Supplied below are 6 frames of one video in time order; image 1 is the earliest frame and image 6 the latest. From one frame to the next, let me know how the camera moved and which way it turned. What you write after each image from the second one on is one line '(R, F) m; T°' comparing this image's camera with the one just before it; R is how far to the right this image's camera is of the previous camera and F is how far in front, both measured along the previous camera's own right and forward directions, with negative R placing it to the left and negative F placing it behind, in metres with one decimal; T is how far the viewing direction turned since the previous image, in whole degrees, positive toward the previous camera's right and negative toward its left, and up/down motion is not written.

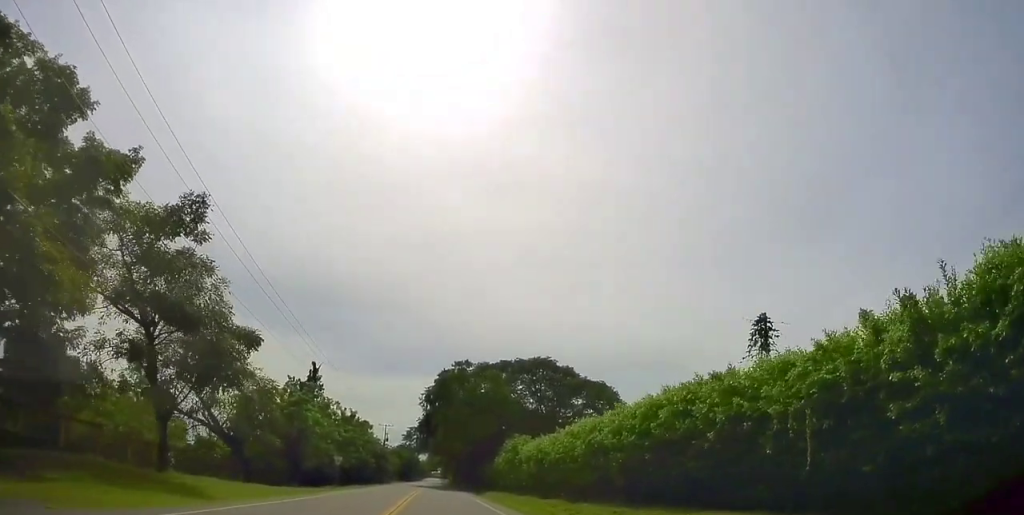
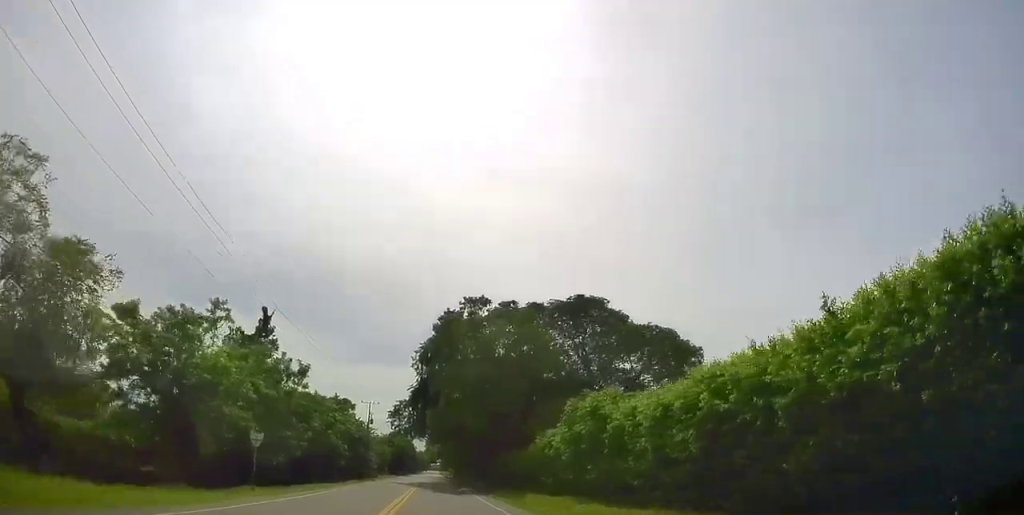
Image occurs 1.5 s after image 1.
(-0.1, +21.7) m; +1°
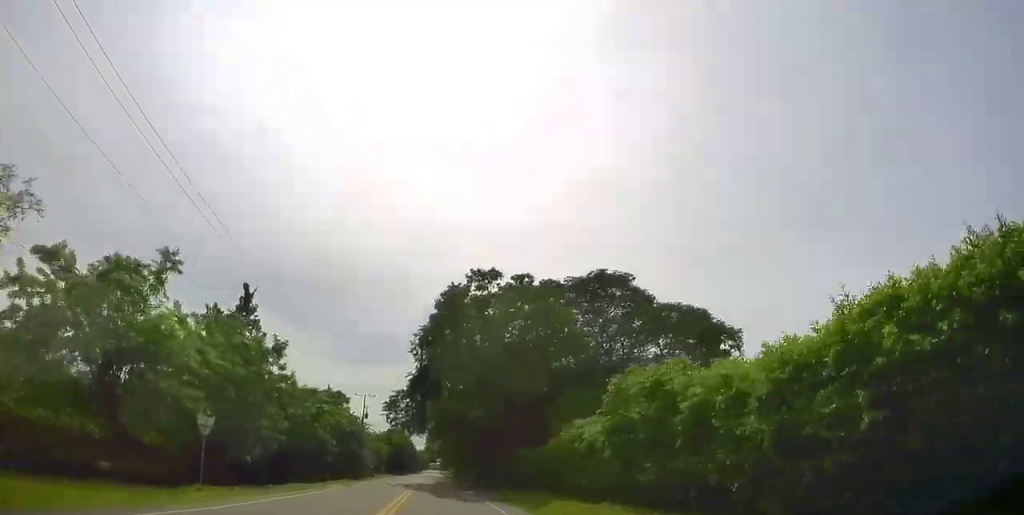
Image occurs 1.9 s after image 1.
(0.0, +6.2) m; 0°
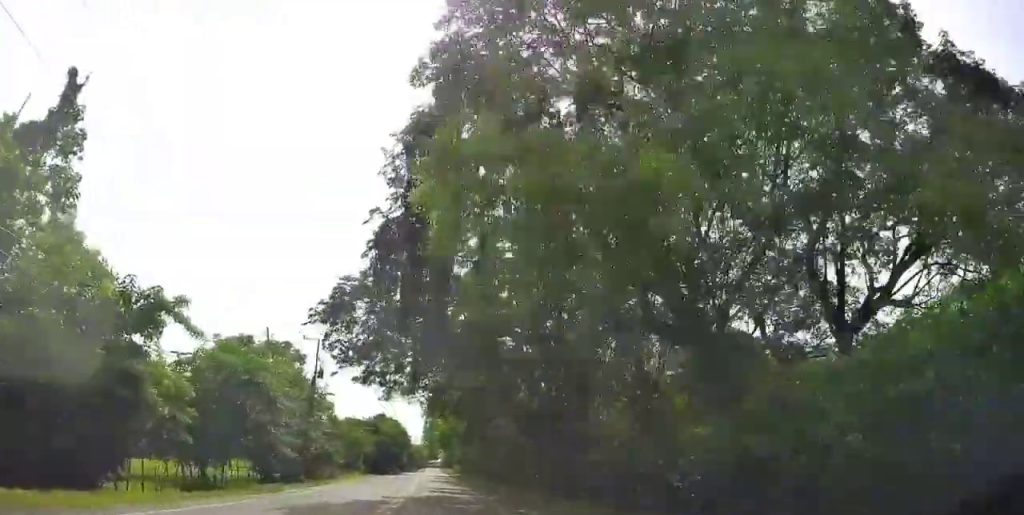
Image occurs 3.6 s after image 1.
(-0.1, +27.3) m; -1°
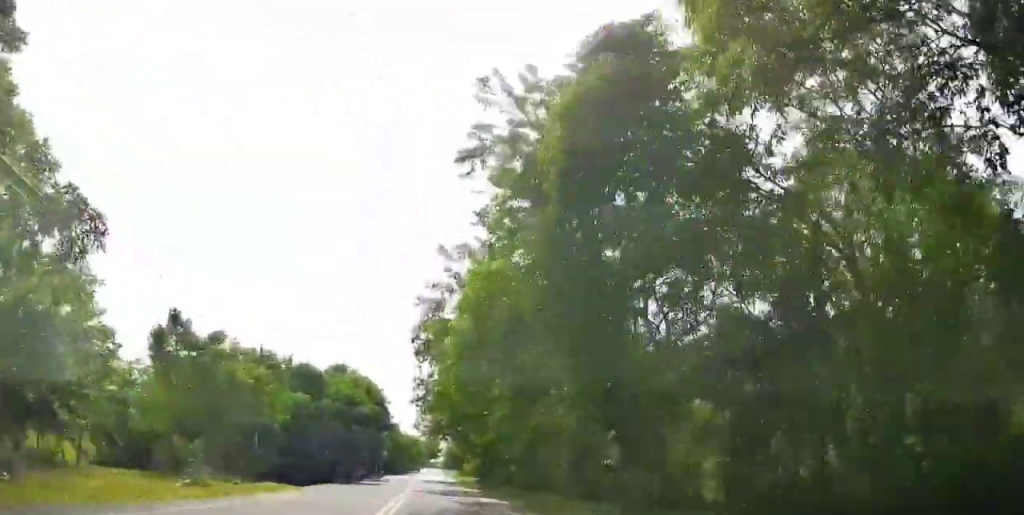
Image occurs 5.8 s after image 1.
(-1.0, +40.6) m; -3°
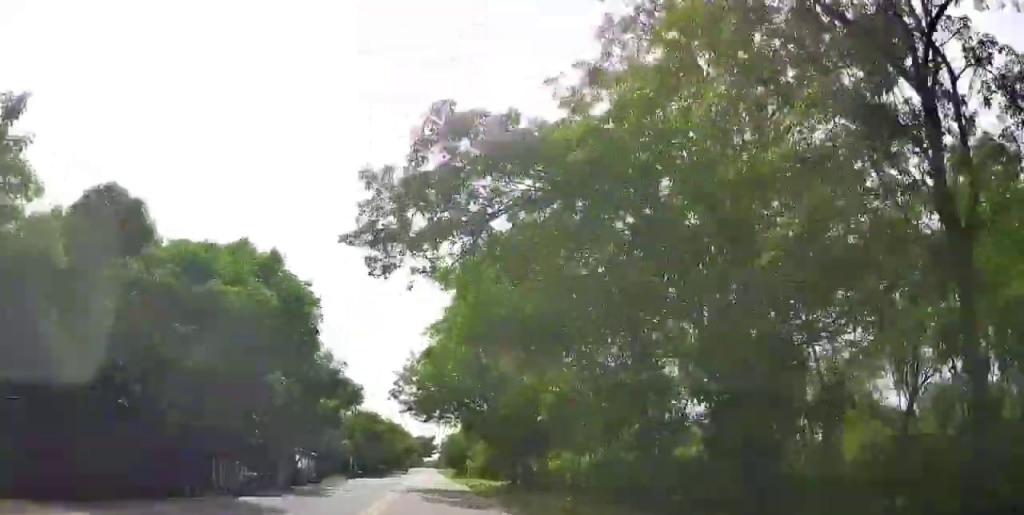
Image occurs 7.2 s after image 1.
(0.0, +25.0) m; 0°
